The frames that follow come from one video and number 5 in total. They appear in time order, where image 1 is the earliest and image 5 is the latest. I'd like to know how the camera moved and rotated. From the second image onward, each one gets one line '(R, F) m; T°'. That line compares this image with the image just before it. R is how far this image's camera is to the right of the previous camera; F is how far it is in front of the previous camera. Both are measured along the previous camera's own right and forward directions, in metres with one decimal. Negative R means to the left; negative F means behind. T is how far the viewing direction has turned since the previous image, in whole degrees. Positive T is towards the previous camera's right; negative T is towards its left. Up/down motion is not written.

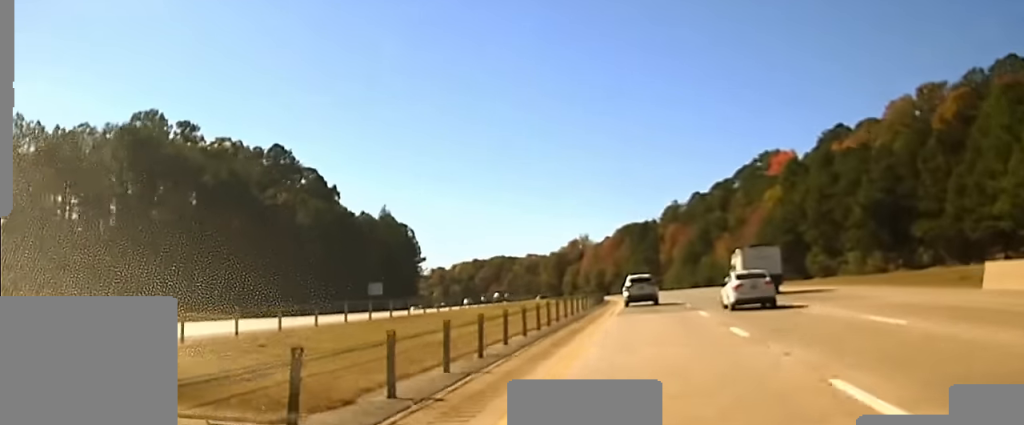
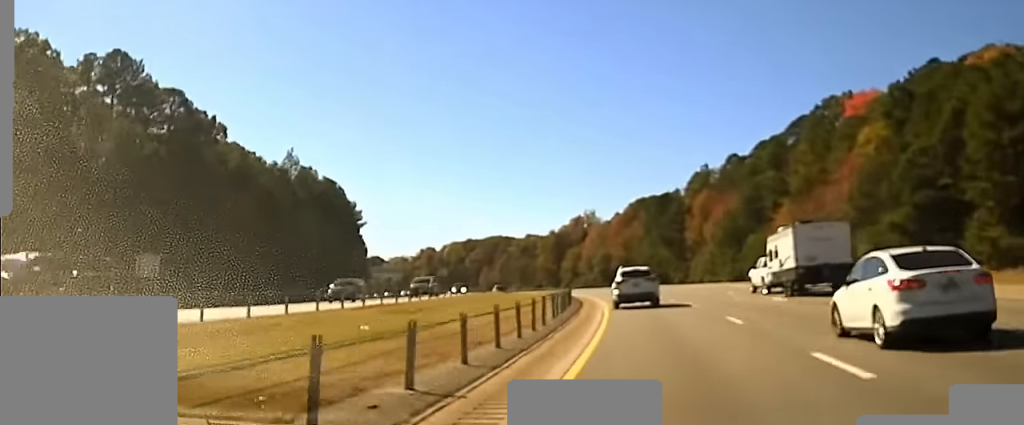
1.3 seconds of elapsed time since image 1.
(-0.4, +54.5) m; -1°
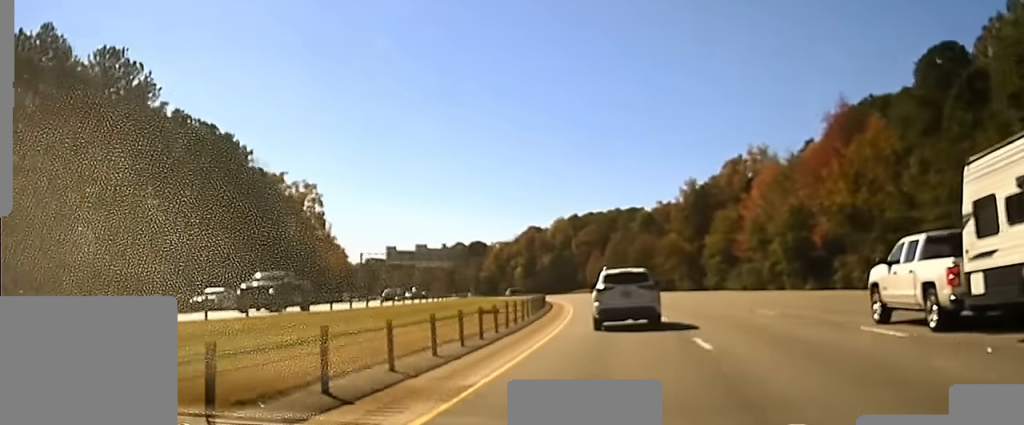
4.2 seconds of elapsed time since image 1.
(-9.8, +119.2) m; -12°
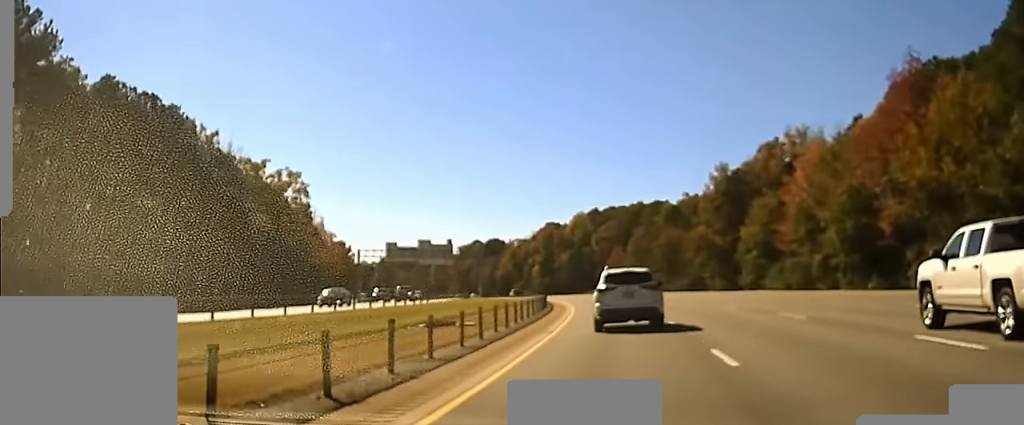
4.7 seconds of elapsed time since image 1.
(-0.3, +16.3) m; -2°
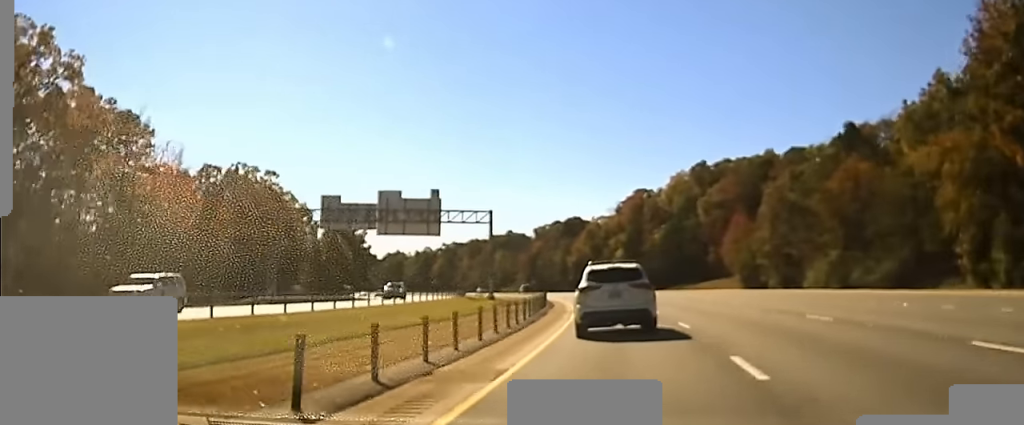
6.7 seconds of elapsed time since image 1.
(-6.0, +75.8) m; -9°
